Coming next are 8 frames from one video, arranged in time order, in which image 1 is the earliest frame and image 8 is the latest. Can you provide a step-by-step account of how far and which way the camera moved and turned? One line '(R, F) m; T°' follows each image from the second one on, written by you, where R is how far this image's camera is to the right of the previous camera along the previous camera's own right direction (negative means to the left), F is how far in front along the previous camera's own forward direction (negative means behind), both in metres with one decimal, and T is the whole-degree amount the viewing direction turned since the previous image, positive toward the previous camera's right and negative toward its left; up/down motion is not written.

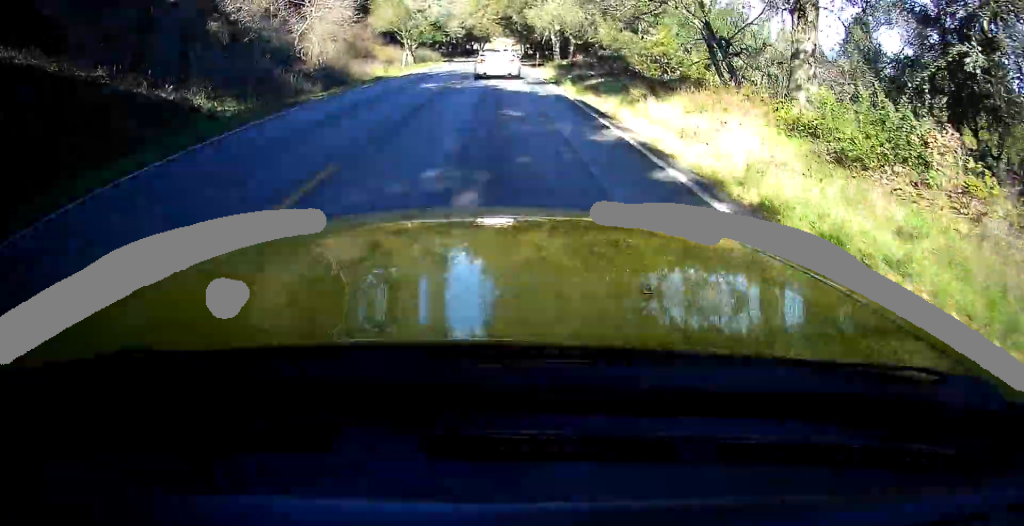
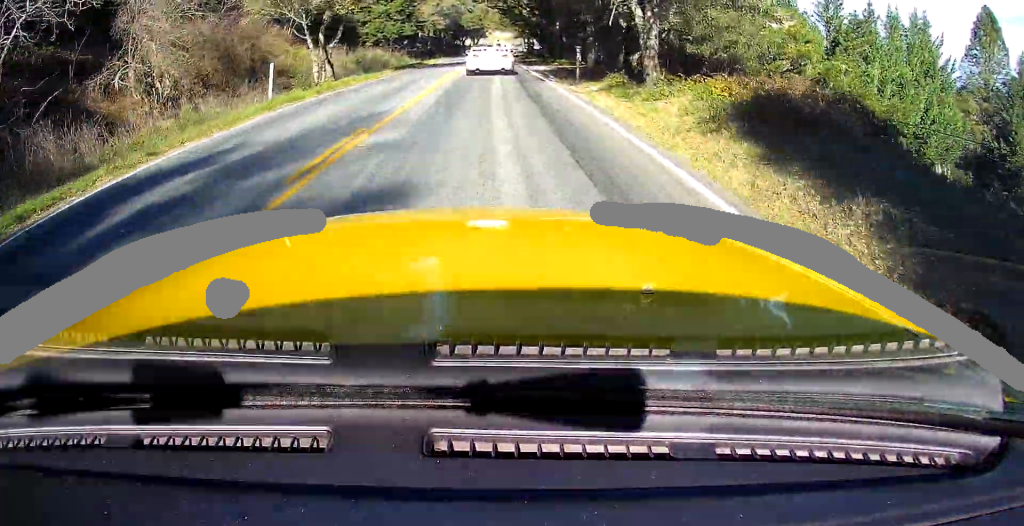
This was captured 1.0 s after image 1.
(-0.5, +27.3) m; 0°
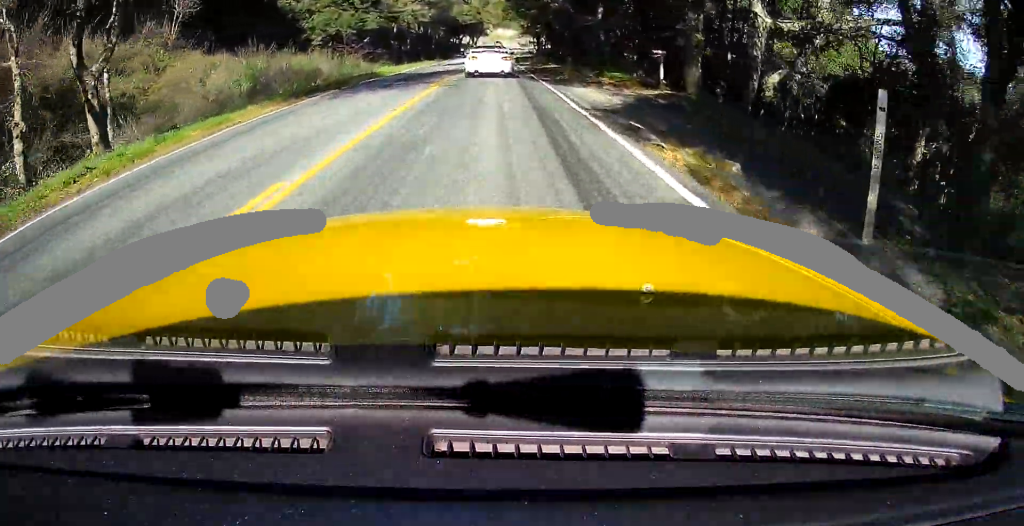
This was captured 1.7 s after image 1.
(+0.2, +18.6) m; +1°
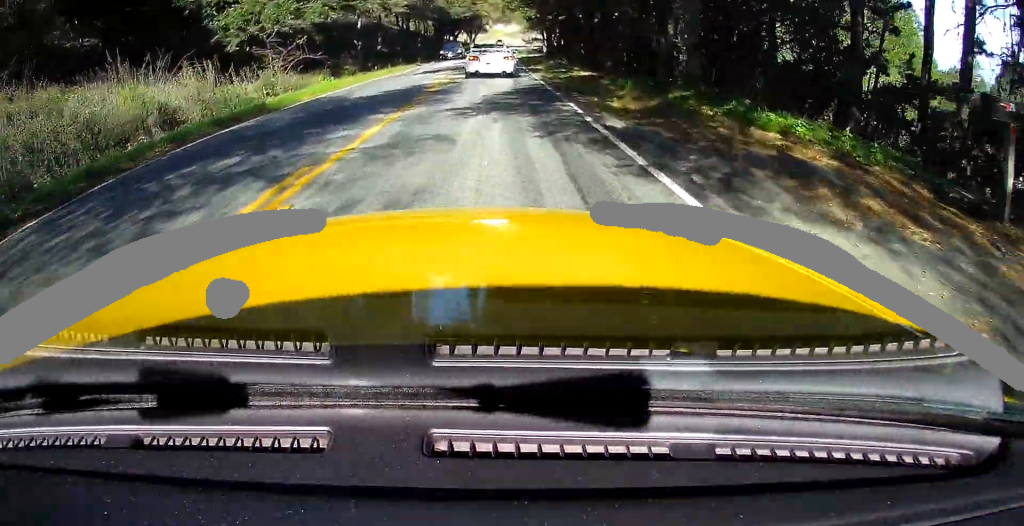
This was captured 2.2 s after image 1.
(+0.2, +14.0) m; 0°
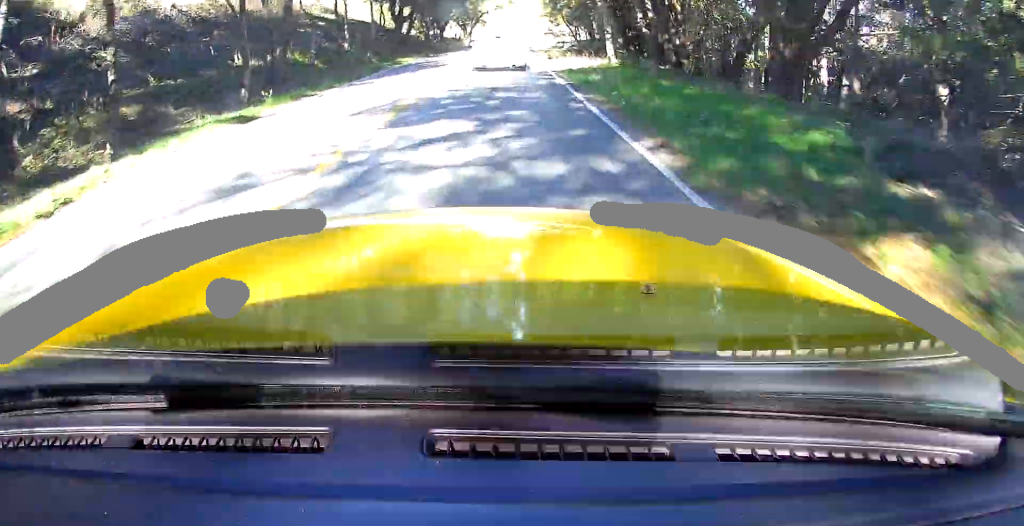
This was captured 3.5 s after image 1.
(-0.1, +31.5) m; -2°
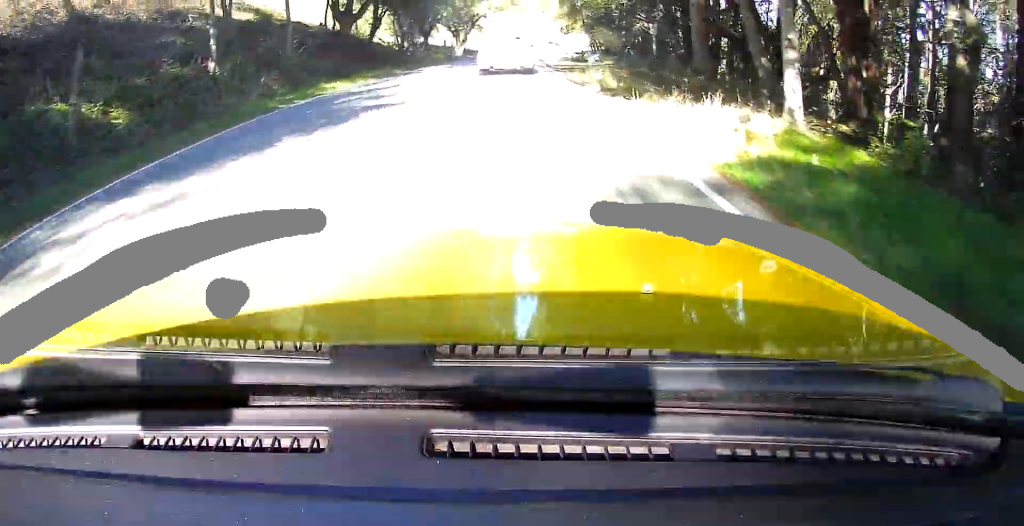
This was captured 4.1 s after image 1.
(-0.2, +16.1) m; -1°
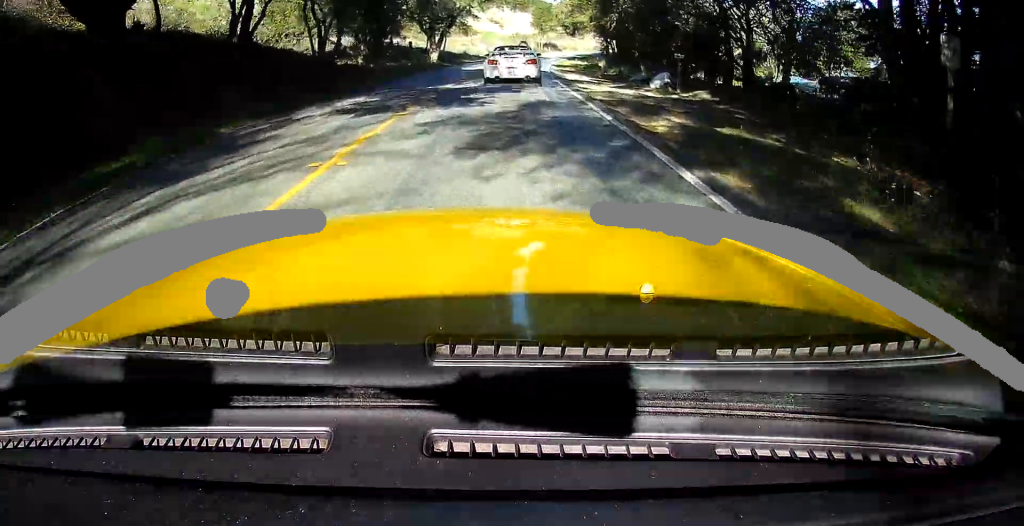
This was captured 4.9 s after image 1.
(-0.3, +19.1) m; 0°
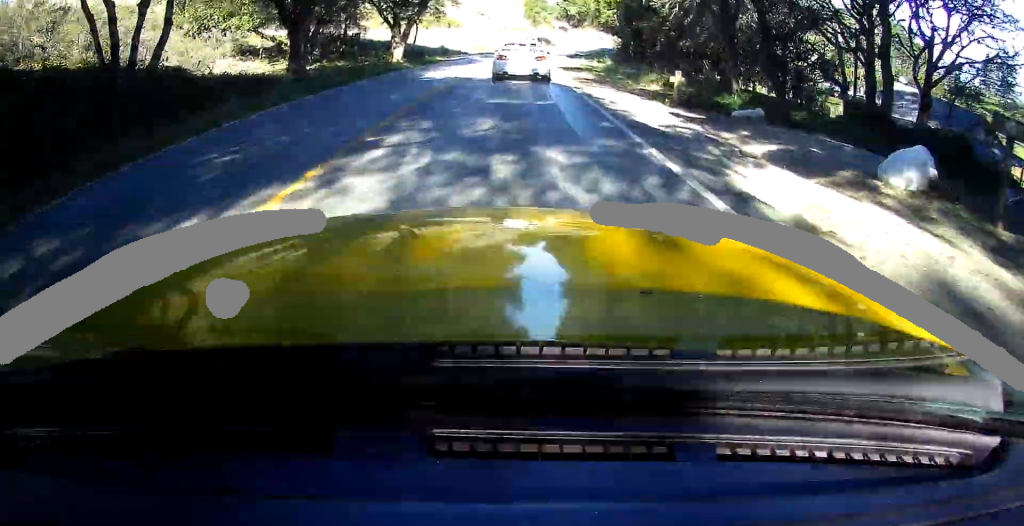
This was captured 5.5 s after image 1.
(+0.4, +14.3) m; 0°
